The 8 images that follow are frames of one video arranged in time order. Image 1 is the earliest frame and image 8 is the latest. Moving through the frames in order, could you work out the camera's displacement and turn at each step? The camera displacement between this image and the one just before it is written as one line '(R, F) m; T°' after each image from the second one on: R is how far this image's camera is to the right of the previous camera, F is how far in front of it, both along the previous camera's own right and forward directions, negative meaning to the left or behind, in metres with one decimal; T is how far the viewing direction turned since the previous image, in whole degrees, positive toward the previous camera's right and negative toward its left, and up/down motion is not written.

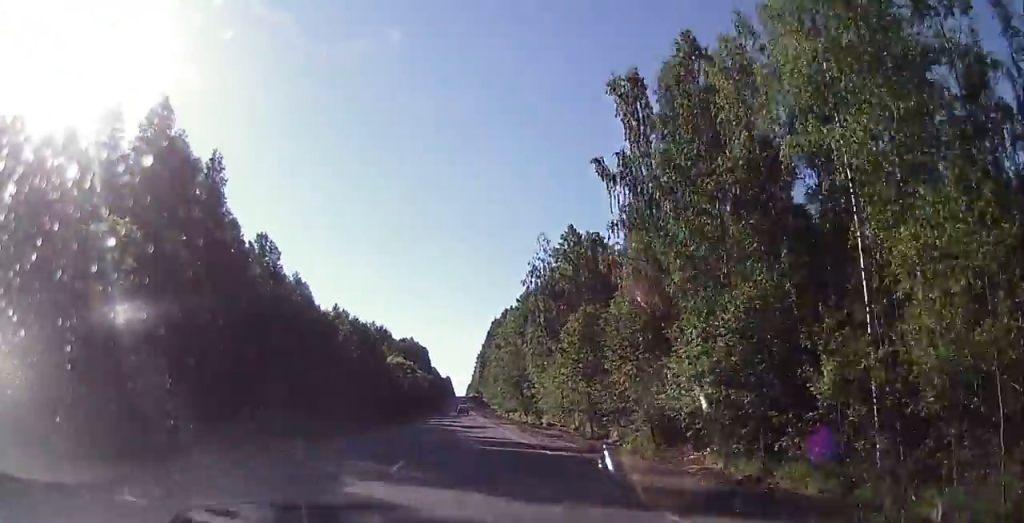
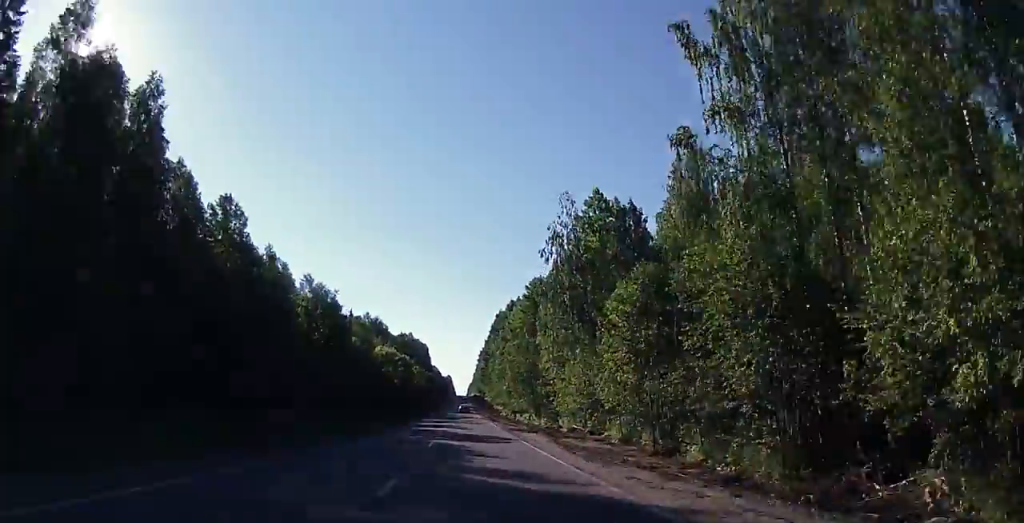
(-0.2, +14.1) m; -1°
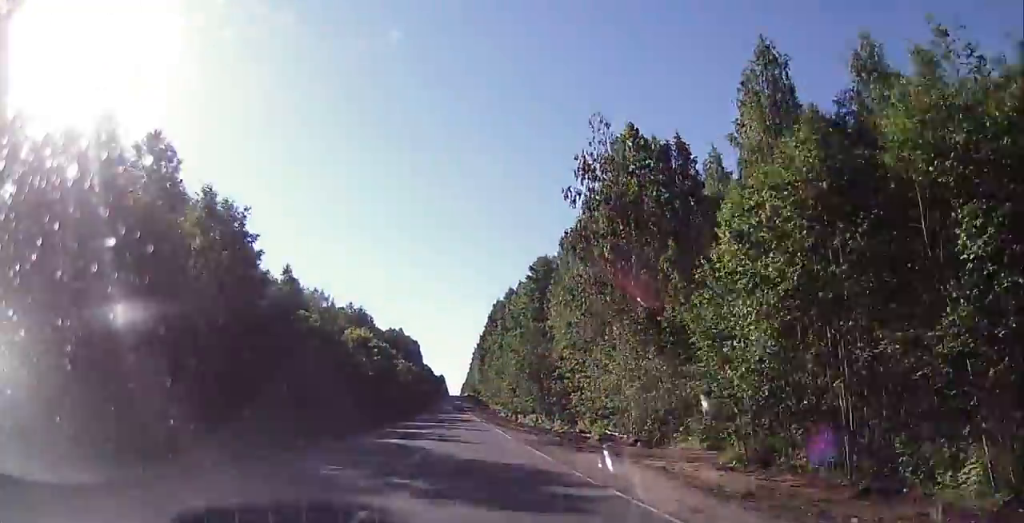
(-0.2, +16.3) m; -1°
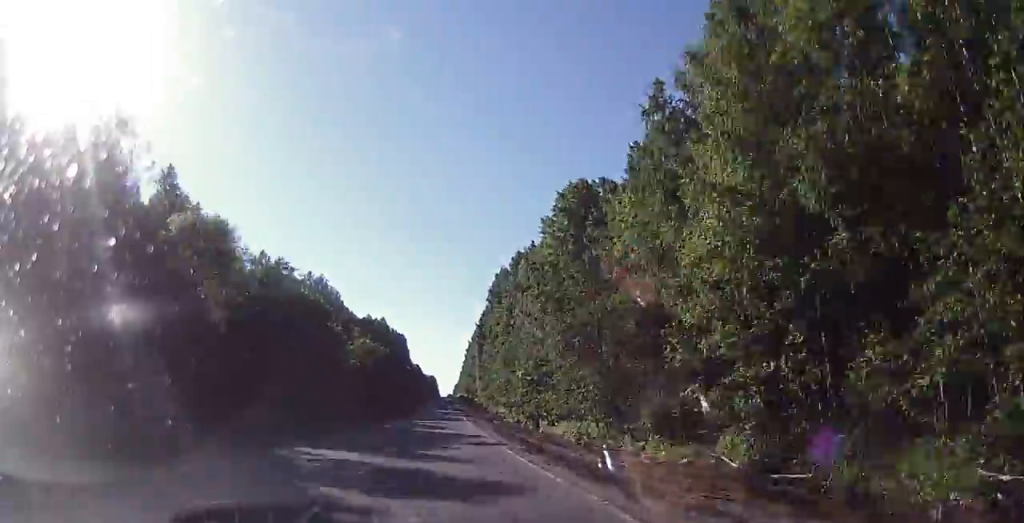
(-0.1, +35.0) m; 0°
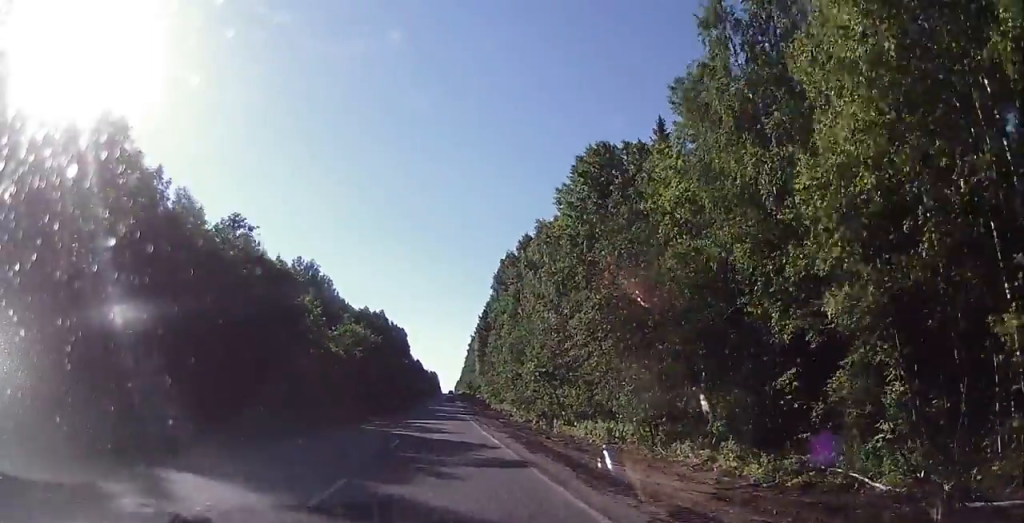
(0.0, +9.0) m; 0°
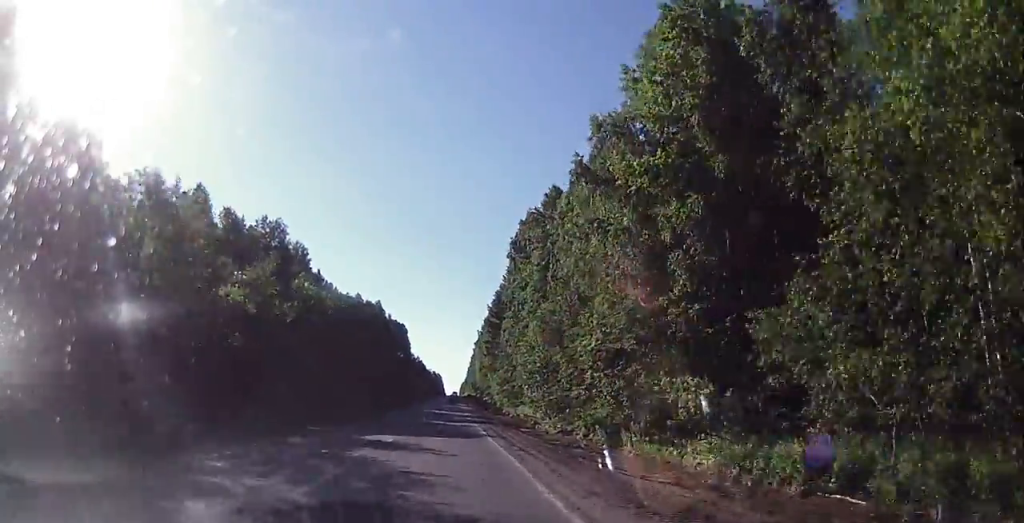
(-0.2, +22.9) m; 0°
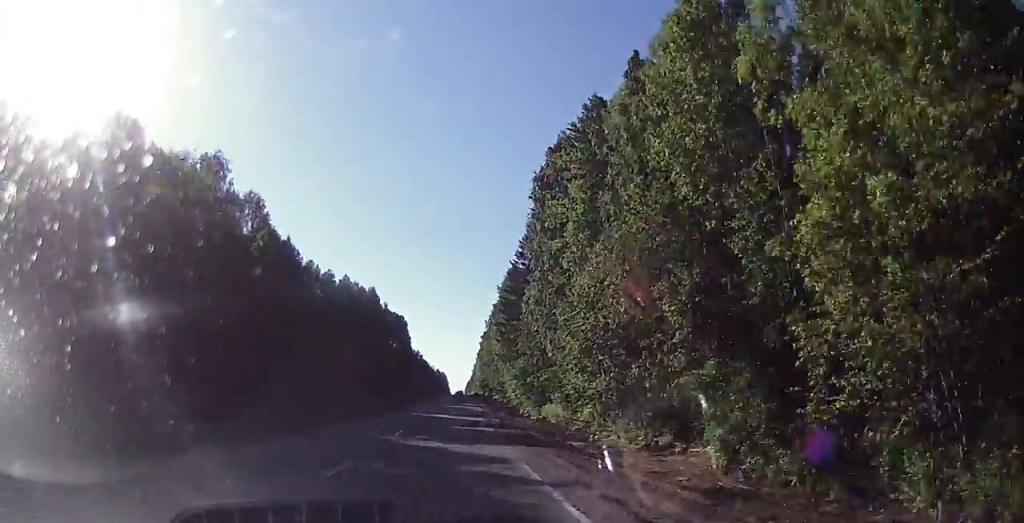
(+0.2, +22.6) m; +2°
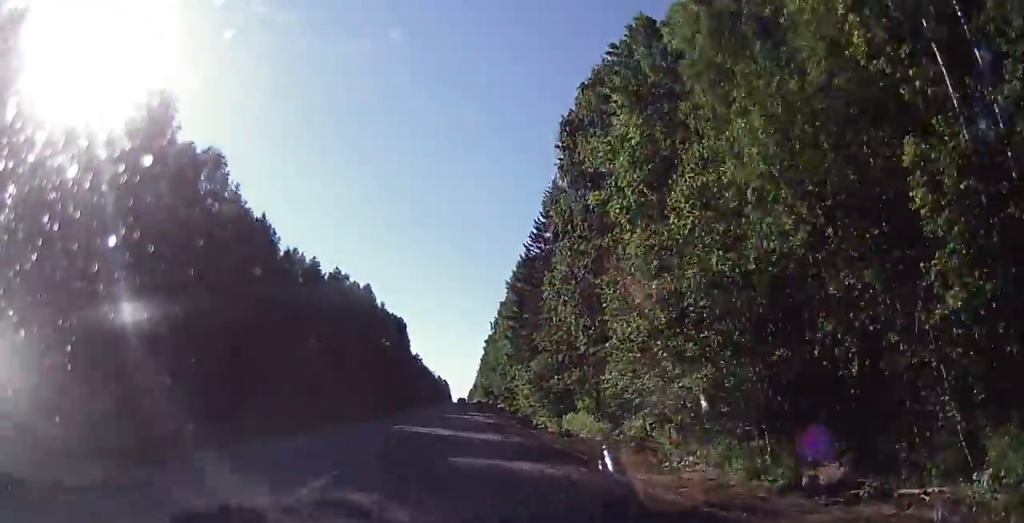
(+0.1, +13.7) m; +1°
